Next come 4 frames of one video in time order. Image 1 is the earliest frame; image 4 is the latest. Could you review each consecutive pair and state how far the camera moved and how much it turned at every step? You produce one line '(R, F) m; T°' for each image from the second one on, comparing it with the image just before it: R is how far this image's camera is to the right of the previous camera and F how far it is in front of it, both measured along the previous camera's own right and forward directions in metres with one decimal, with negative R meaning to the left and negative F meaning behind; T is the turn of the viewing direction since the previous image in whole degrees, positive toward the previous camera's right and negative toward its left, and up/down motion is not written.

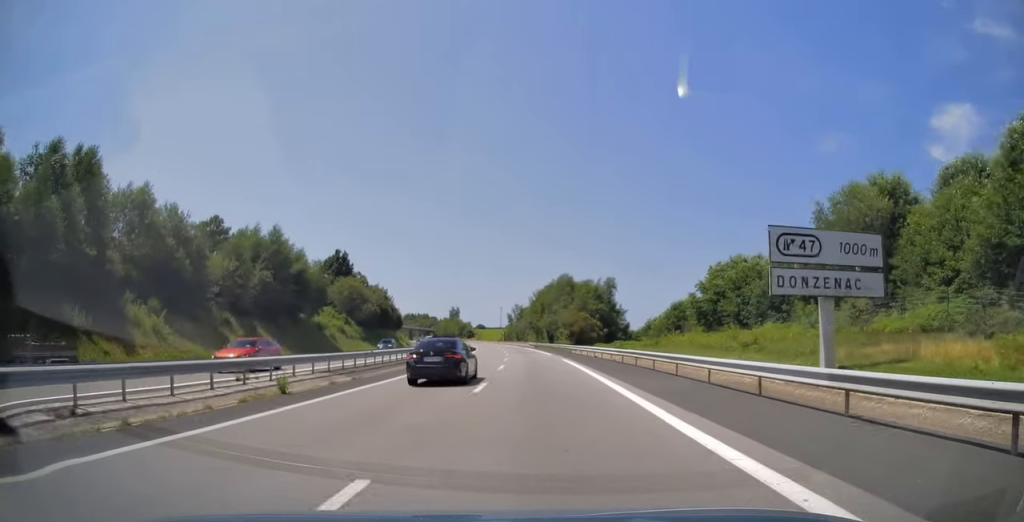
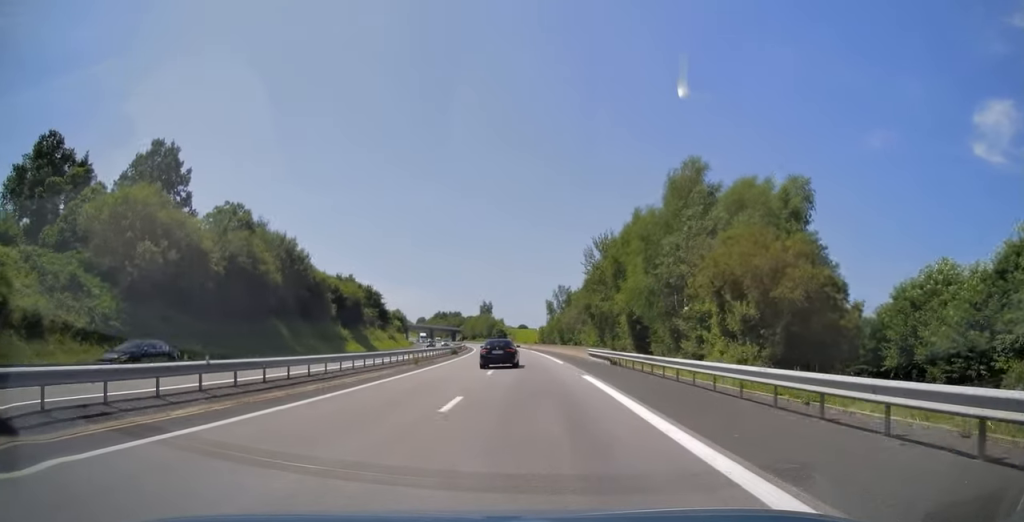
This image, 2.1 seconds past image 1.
(-2.3, +69.2) m; -4°
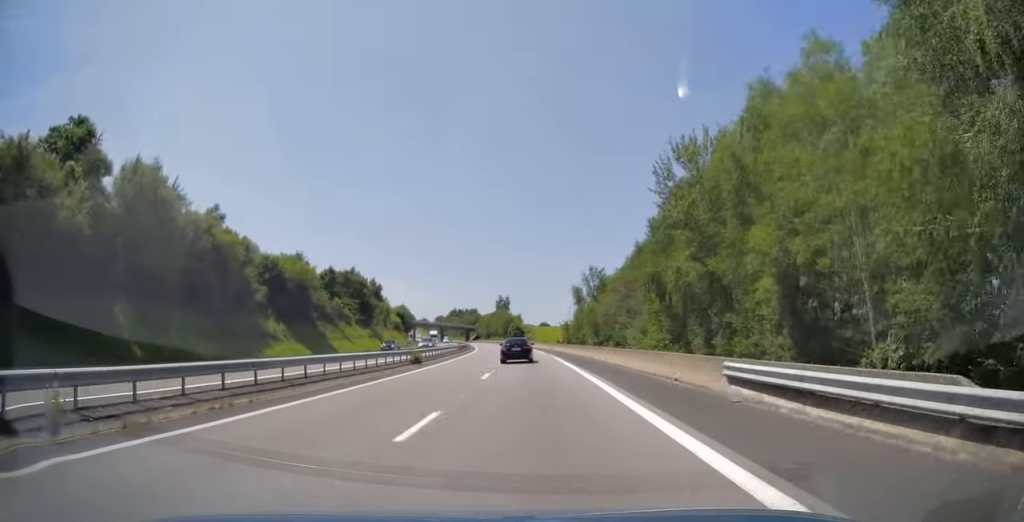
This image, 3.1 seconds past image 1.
(-0.5, +29.6) m; -2°
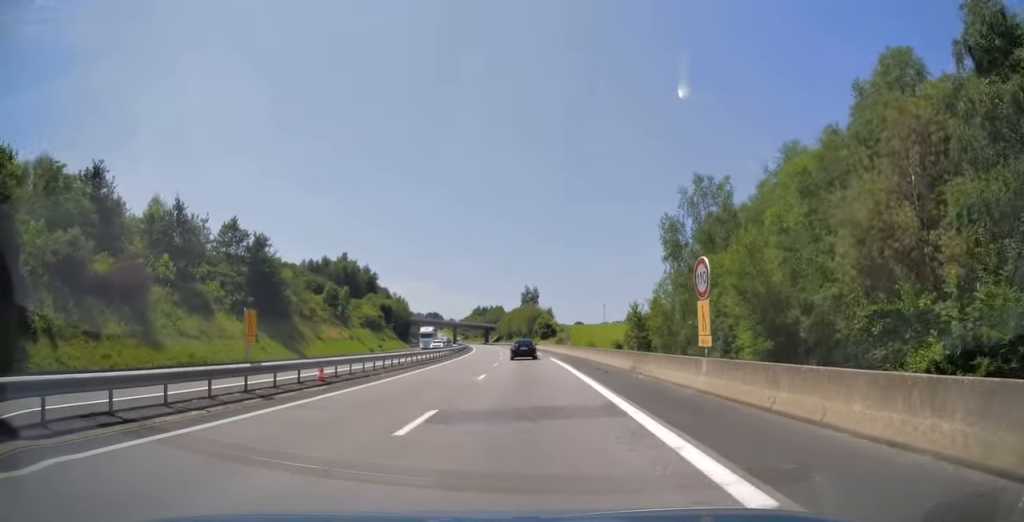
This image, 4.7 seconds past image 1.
(-1.4, +52.0) m; -3°
